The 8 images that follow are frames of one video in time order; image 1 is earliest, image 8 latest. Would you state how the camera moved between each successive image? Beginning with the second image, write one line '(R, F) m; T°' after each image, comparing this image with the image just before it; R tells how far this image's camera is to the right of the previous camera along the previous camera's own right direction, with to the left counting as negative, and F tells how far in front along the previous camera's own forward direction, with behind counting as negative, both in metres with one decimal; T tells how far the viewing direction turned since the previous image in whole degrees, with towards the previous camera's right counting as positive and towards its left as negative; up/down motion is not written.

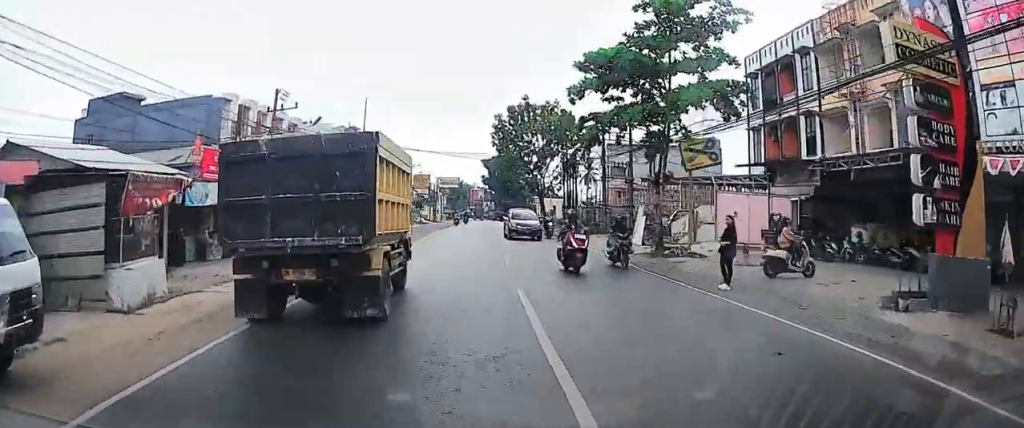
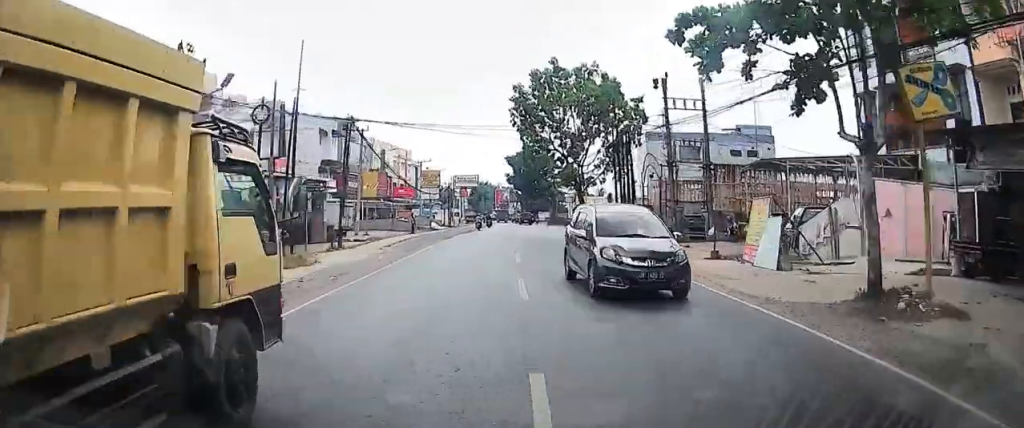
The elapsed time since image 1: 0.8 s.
(0.0, +13.7) m; 0°
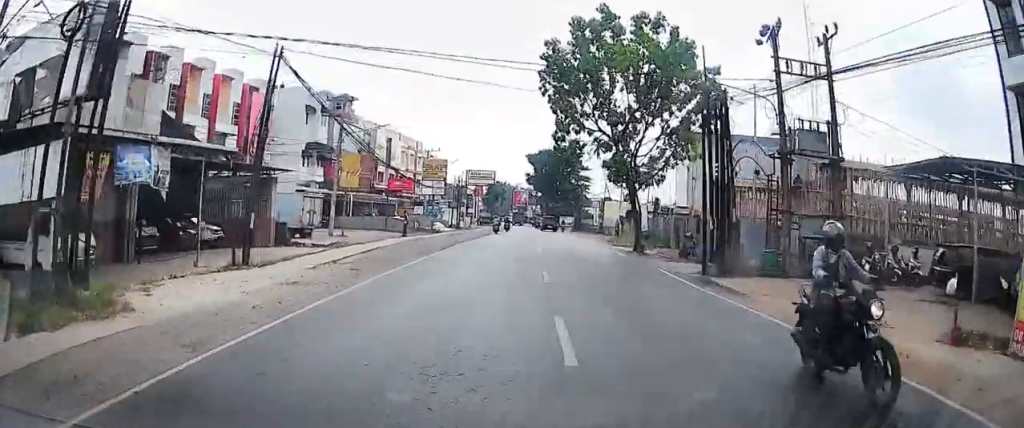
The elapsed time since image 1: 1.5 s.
(0.0, +11.4) m; 0°
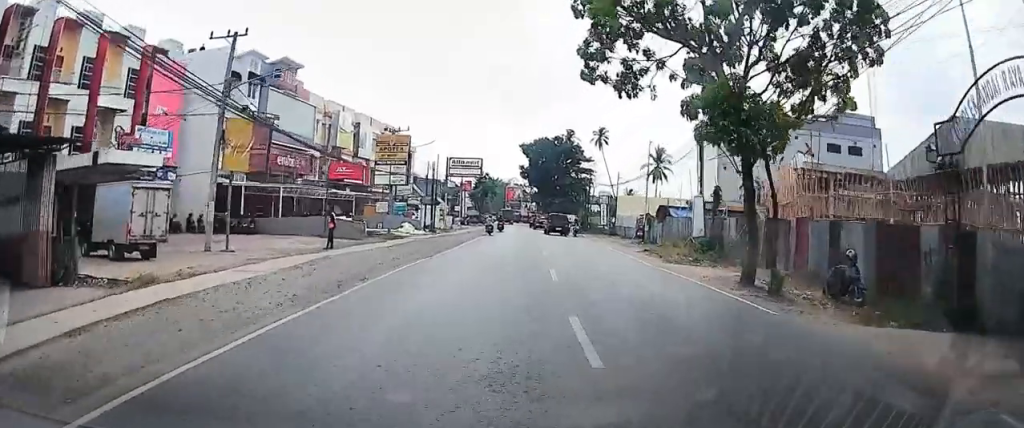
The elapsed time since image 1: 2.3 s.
(0.0, +15.5) m; -2°
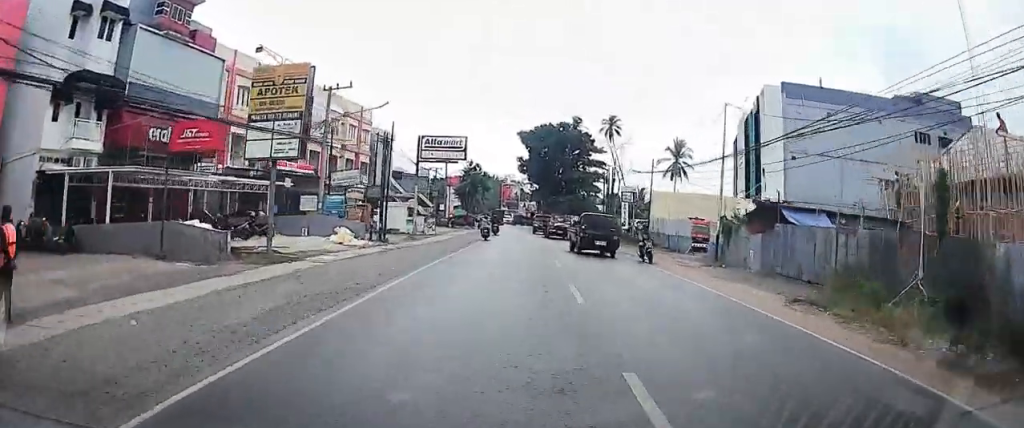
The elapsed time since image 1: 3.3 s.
(-0.7, +17.7) m; -3°
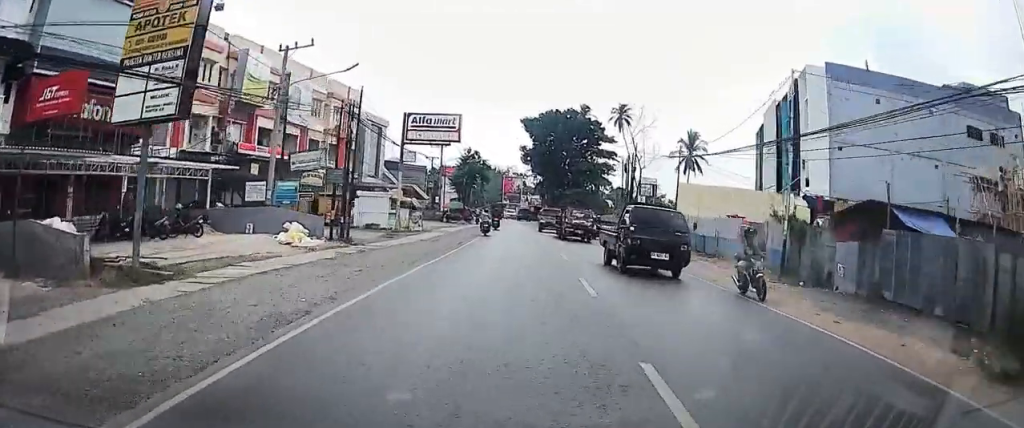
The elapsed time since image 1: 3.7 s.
(-0.1, +7.4) m; -1°
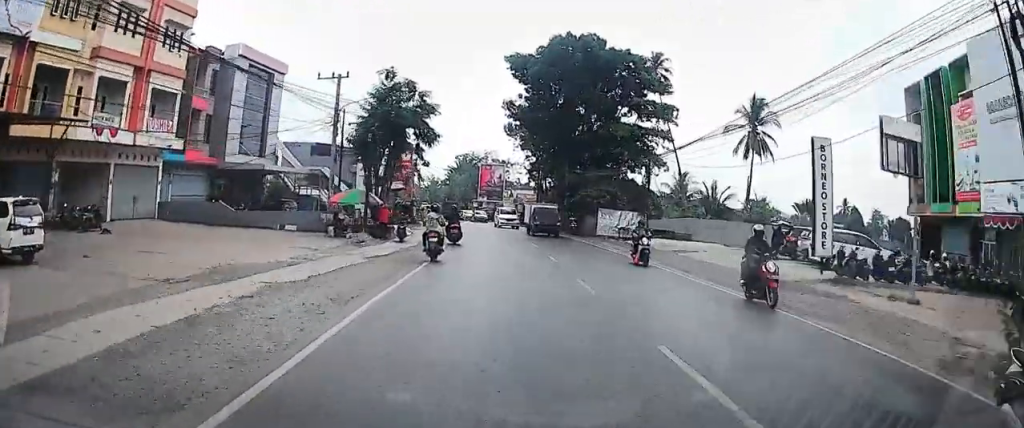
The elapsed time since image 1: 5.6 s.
(+0.1, +35.5) m; 0°
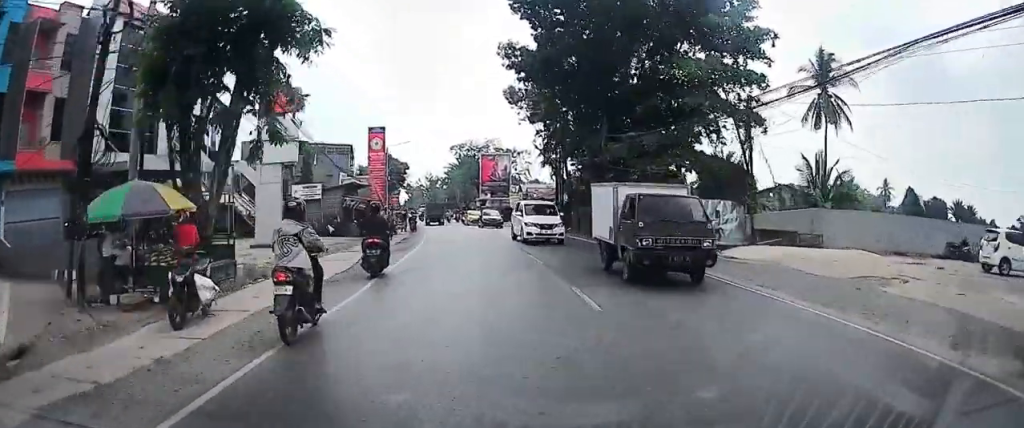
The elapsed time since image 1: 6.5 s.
(0.0, +18.8) m; 0°
